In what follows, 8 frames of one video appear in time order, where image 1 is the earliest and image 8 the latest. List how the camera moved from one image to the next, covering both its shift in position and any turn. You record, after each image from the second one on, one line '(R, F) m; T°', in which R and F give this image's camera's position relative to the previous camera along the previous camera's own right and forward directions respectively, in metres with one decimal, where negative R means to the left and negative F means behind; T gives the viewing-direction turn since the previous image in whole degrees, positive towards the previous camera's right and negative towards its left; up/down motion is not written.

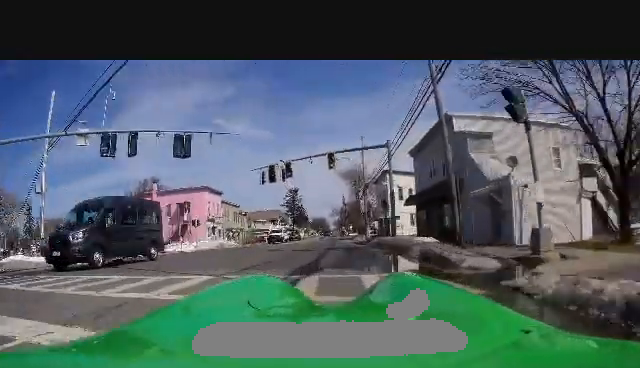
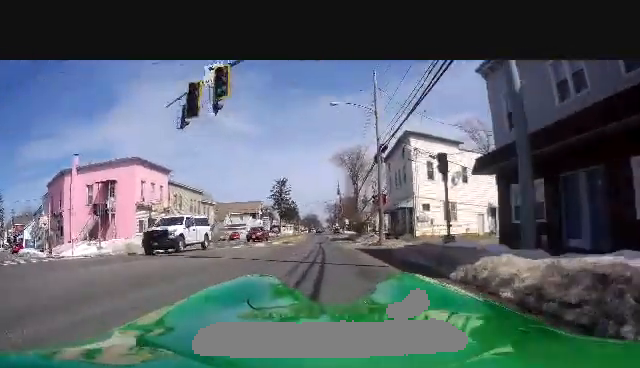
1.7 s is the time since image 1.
(0.0, +17.0) m; 0°
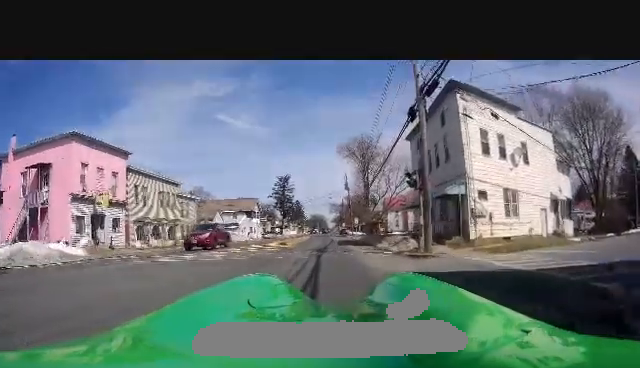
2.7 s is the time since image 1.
(0.0, +10.2) m; 0°
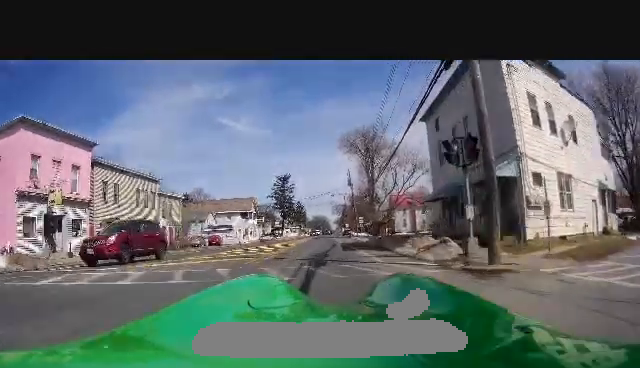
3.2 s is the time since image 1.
(0.0, +5.4) m; 0°
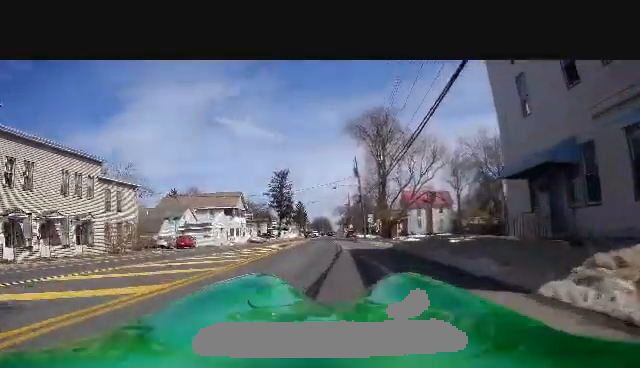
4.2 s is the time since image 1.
(0.0, +10.3) m; -1°
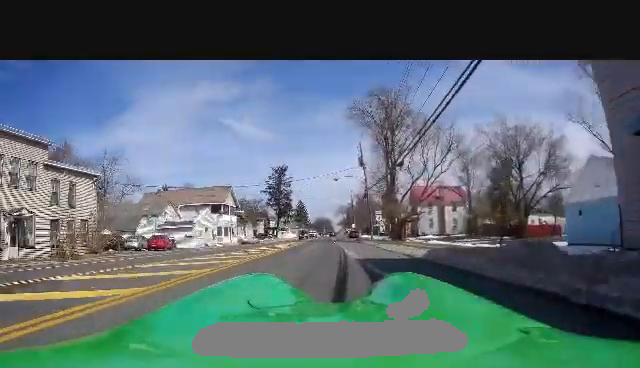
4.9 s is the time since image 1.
(-0.1, +6.3) m; -1°
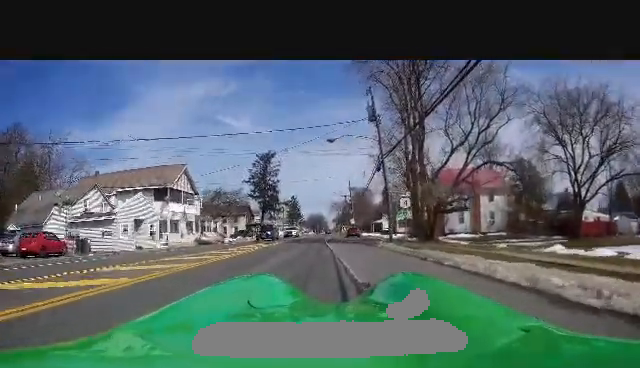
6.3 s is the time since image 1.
(-0.1, +14.6) m; +1°
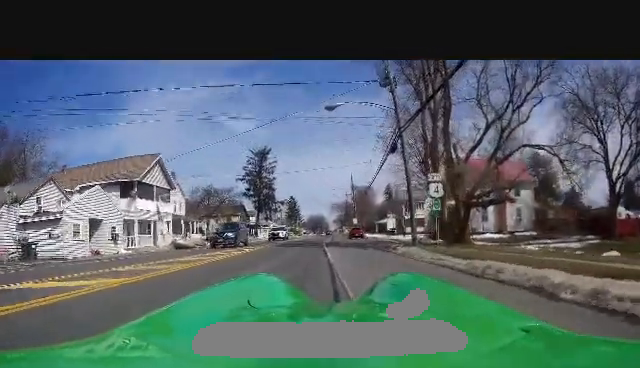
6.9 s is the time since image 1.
(+0.1, +5.9) m; +1°
